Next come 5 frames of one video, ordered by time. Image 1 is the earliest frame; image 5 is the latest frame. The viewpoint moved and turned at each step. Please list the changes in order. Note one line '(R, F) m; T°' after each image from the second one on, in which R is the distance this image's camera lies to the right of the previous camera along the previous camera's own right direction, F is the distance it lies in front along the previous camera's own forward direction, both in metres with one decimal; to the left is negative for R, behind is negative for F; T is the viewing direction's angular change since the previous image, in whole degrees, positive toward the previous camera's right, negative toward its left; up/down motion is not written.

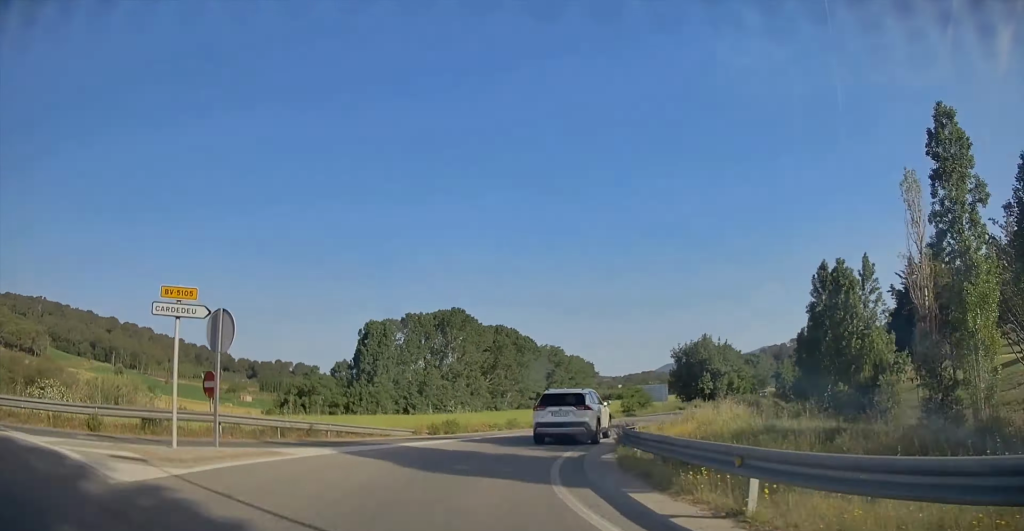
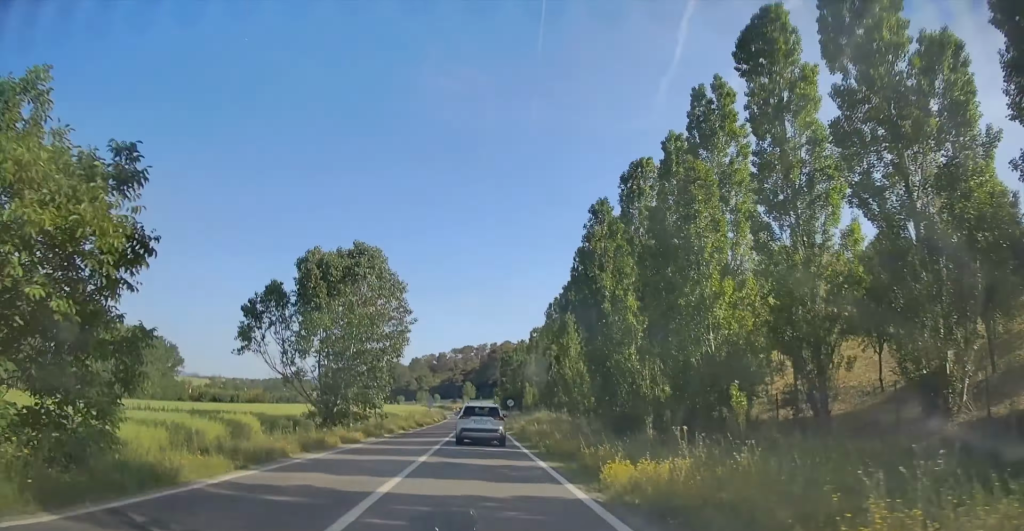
(+1.8, +123.5) m; -1°
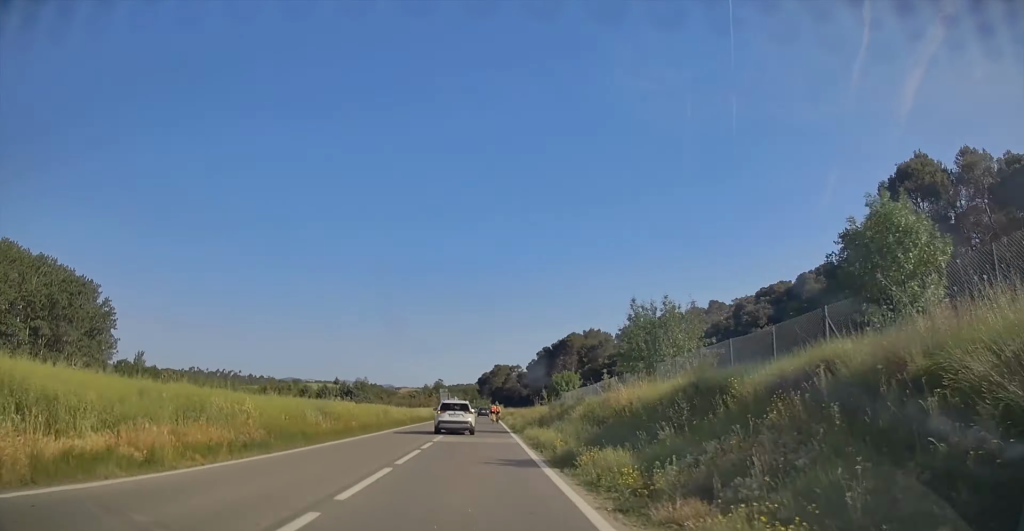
(-24.2, +210.1) m; -13°
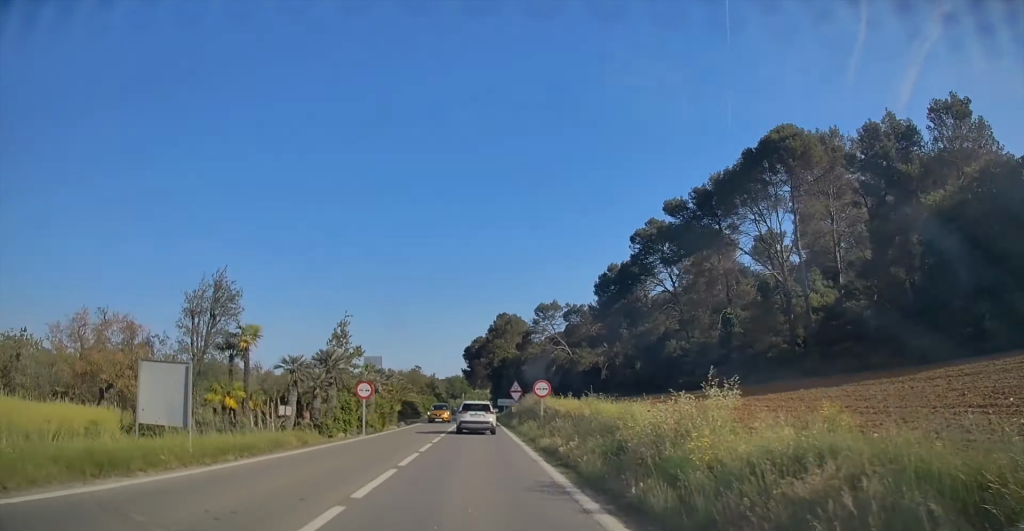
(-3.9, +144.8) m; -1°
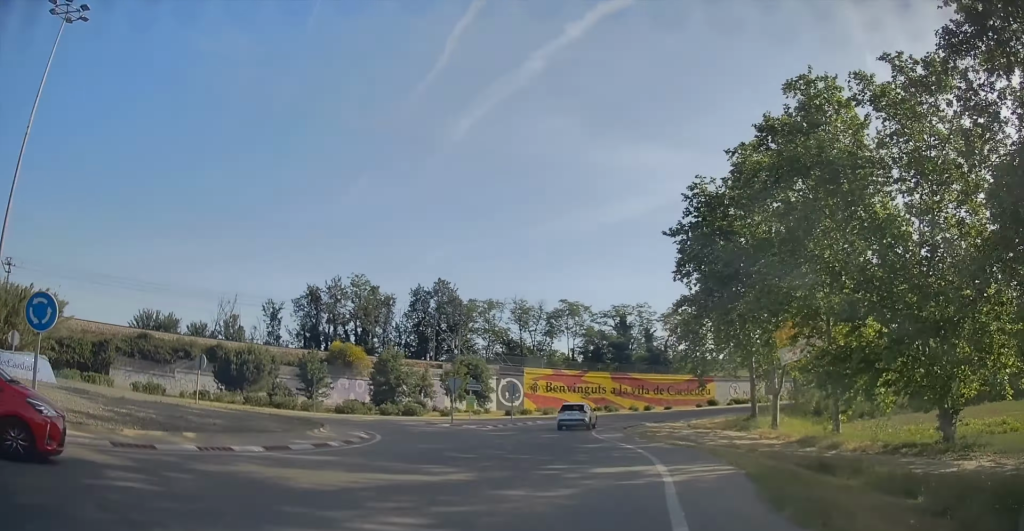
(+29.6, +243.5) m; -2°
